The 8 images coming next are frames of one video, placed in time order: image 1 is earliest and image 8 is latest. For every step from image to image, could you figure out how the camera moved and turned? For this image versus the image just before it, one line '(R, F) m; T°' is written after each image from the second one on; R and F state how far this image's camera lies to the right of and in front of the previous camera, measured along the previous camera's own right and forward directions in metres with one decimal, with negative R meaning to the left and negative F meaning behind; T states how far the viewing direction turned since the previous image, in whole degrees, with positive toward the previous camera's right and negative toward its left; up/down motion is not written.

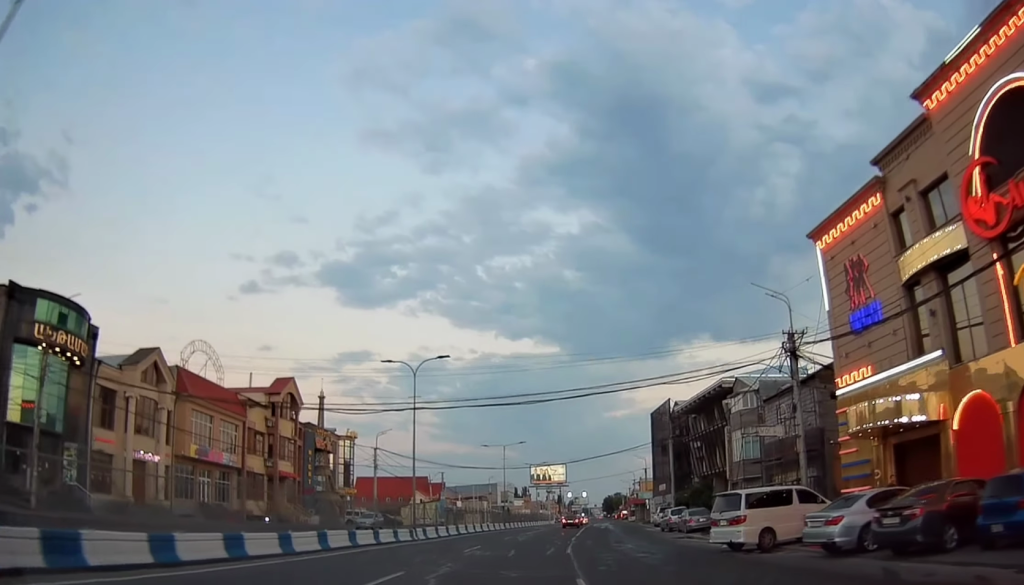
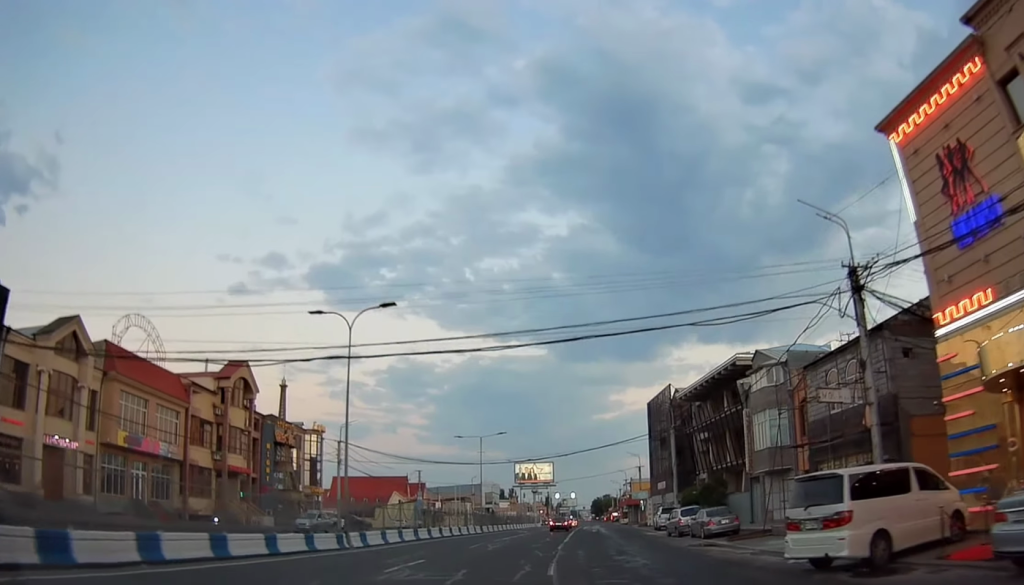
(-0.1, +8.4) m; +1°
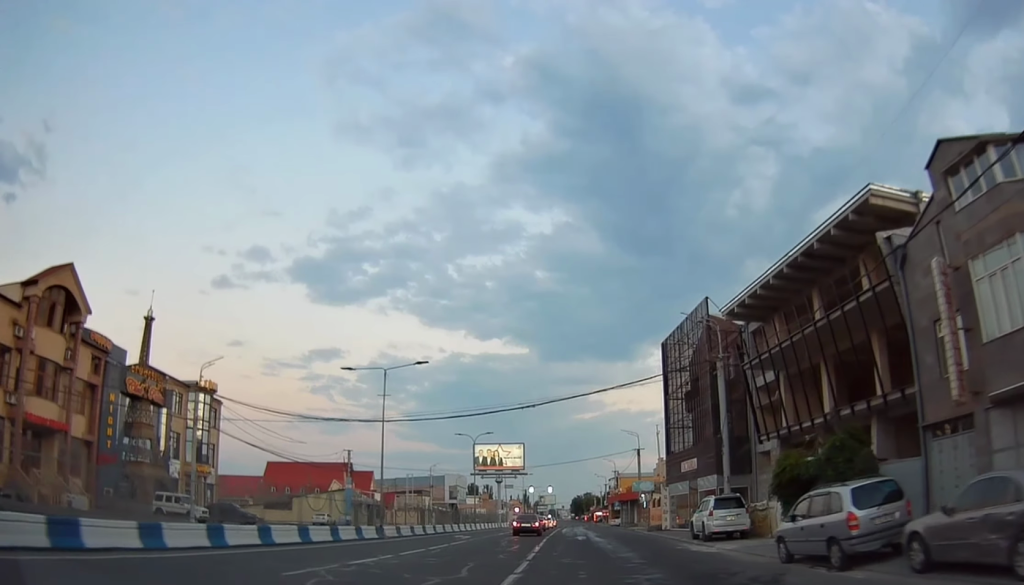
(+0.8, +24.9) m; +4°
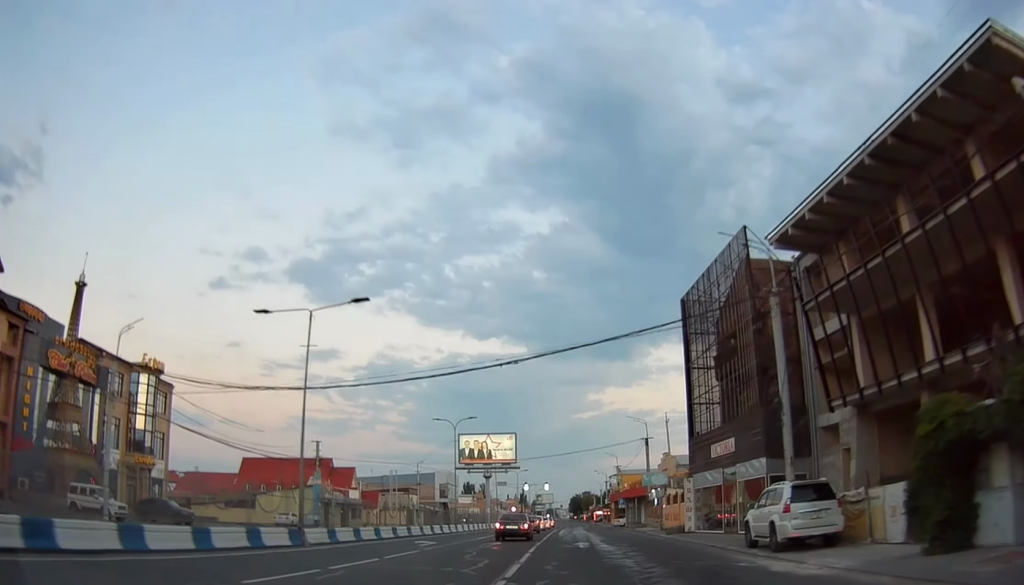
(+0.1, +9.8) m; +1°
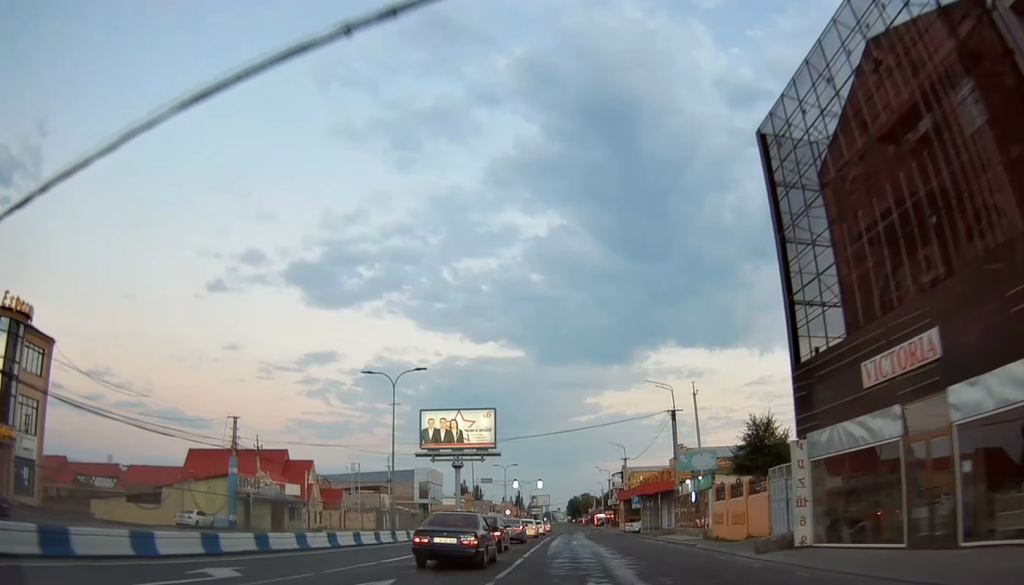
(+0.1, +18.2) m; 0°
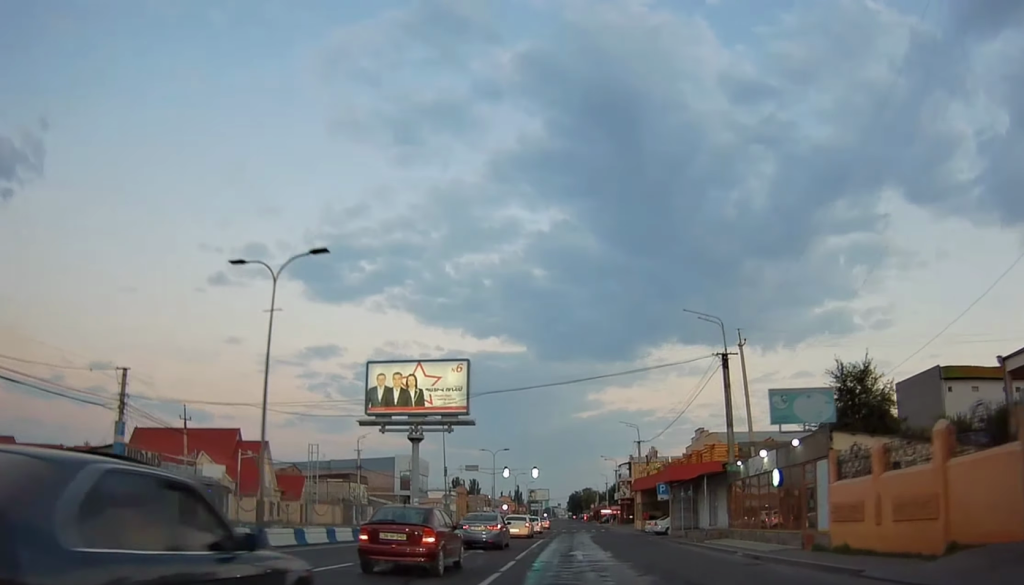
(0.0, +15.5) m; -1°
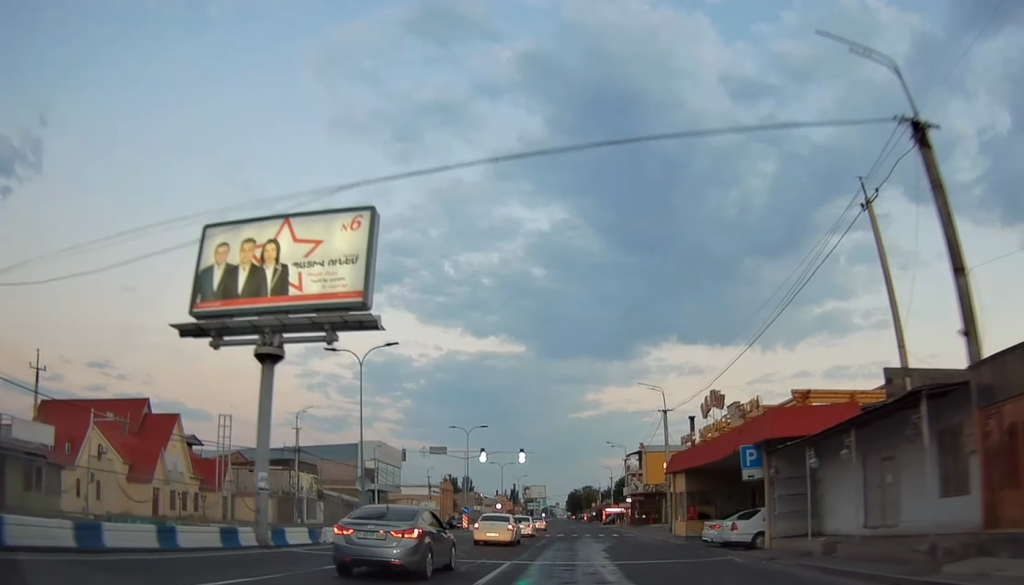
(-0.4, +20.4) m; 0°
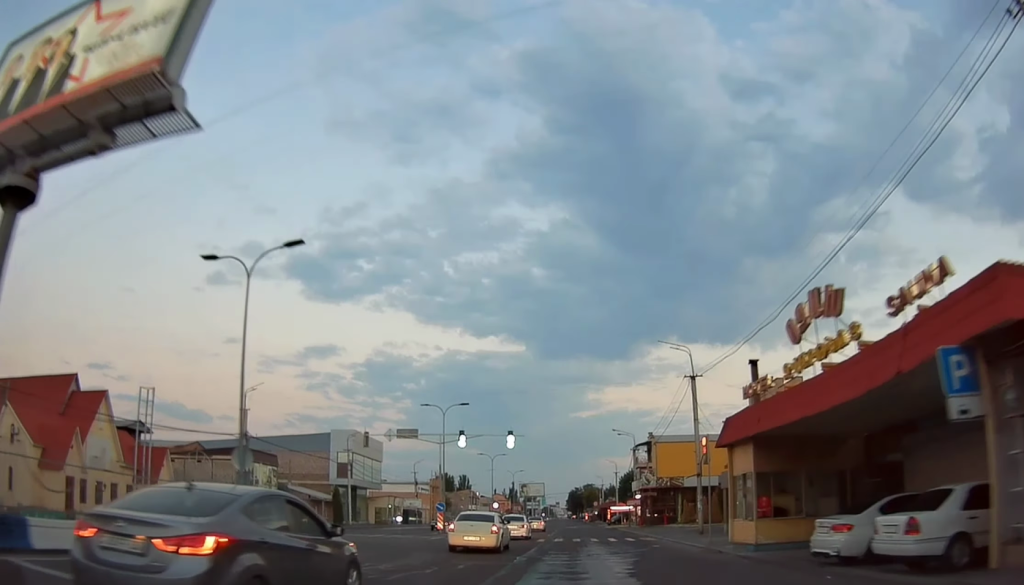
(-0.1, +11.7) m; +1°
